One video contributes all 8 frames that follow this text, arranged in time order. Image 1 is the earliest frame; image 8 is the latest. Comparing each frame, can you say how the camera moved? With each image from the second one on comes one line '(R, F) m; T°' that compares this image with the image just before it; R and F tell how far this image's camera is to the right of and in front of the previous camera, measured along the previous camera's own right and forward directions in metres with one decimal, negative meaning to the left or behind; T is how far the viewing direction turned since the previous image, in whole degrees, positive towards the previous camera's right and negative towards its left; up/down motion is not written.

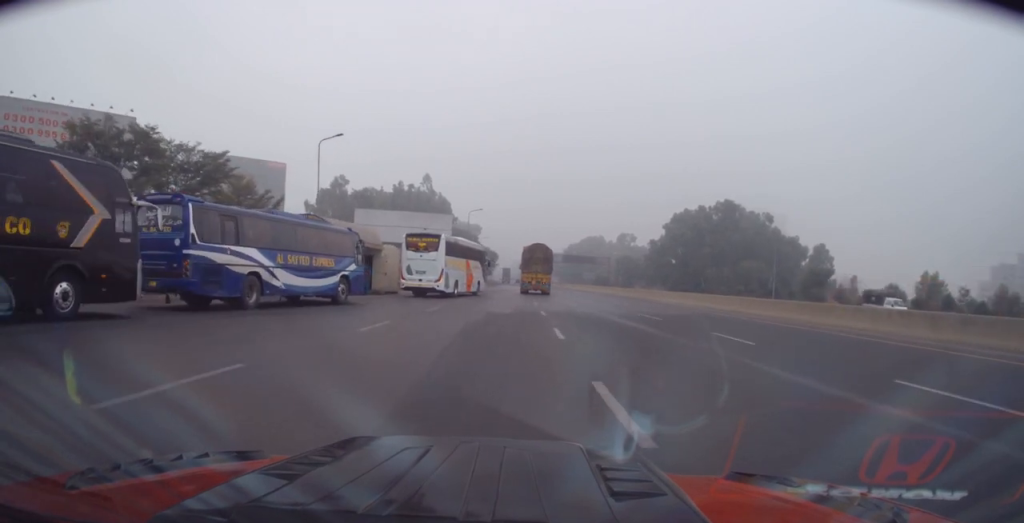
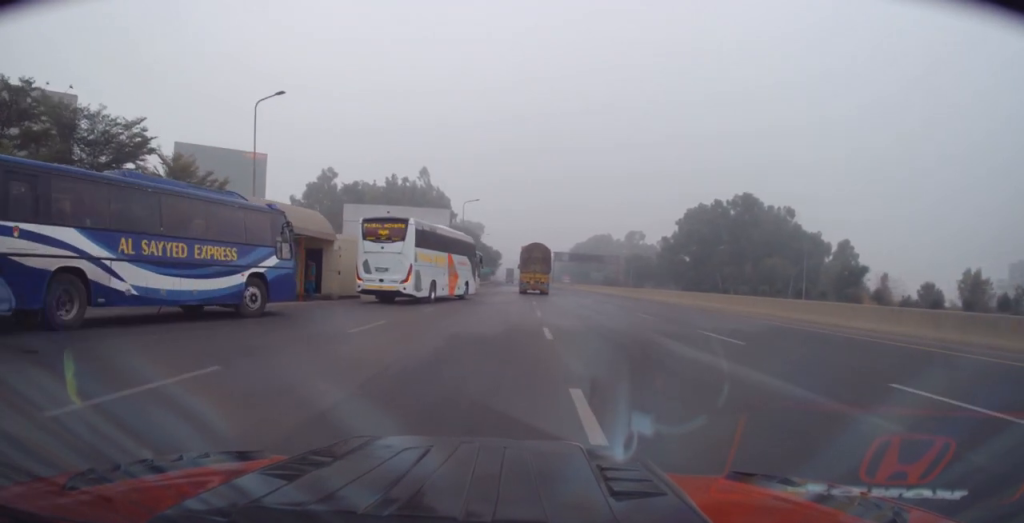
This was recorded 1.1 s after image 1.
(-0.1, +10.0) m; +1°
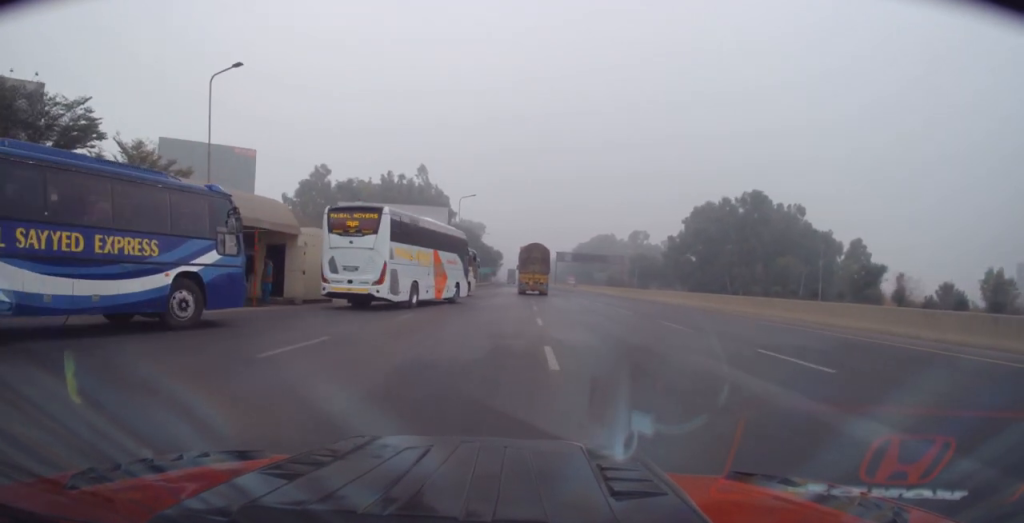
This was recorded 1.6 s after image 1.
(+0.1, +4.8) m; 0°
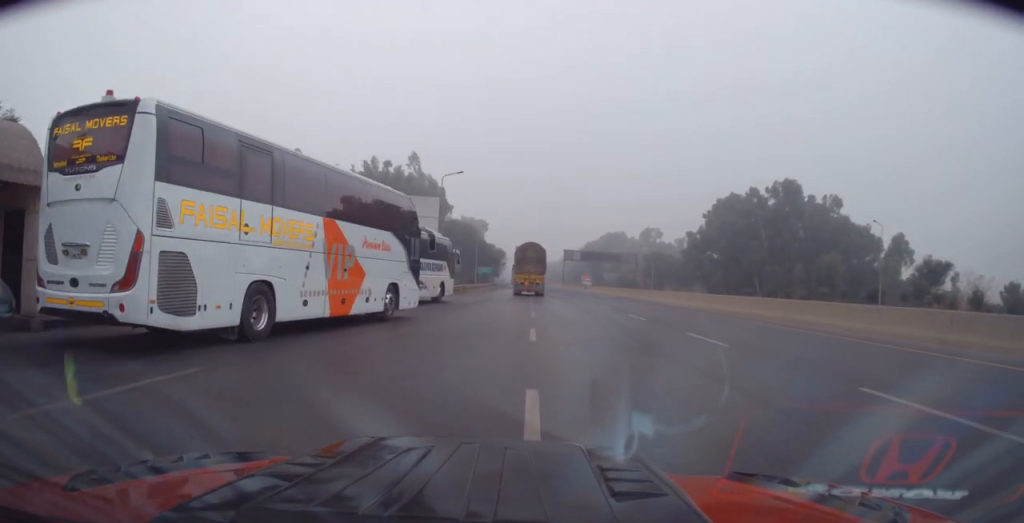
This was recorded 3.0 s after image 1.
(-0.2, +14.8) m; -1°
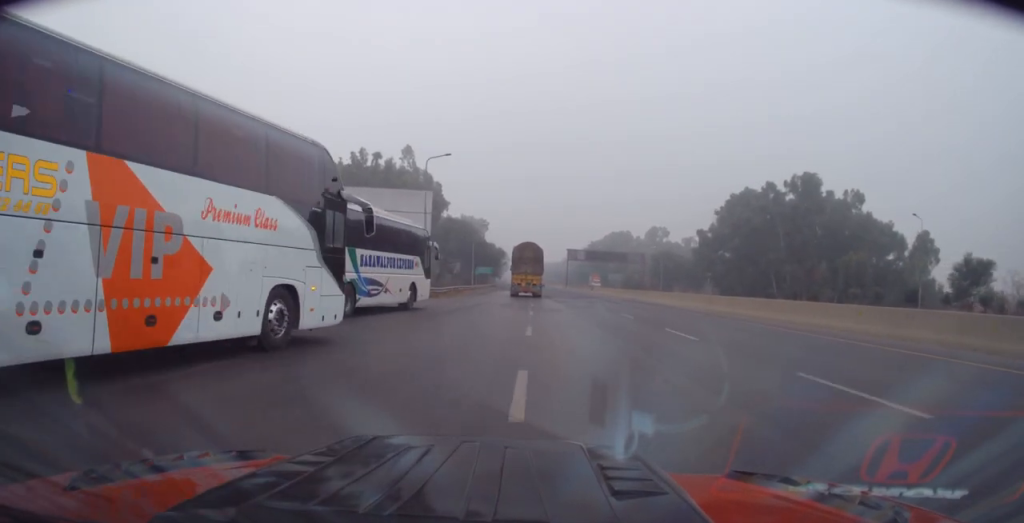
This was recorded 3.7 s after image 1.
(0.0, +7.8) m; 0°
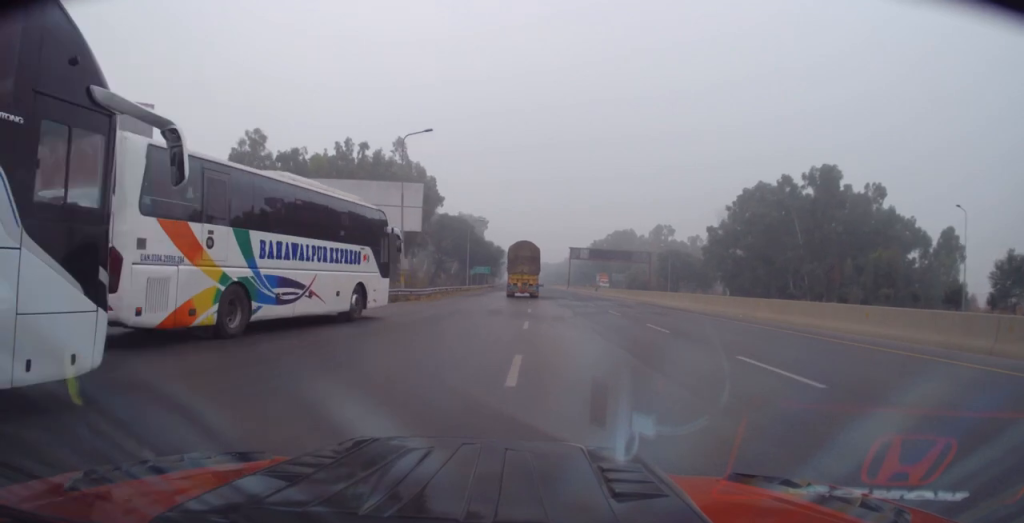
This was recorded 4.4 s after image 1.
(+0.1, +7.3) m; 0°
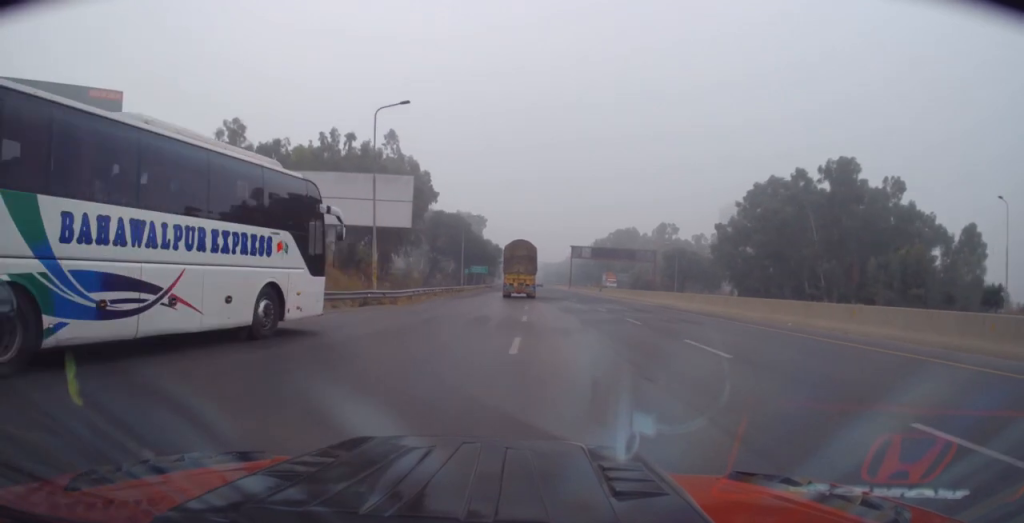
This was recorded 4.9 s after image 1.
(-0.2, +6.0) m; 0°
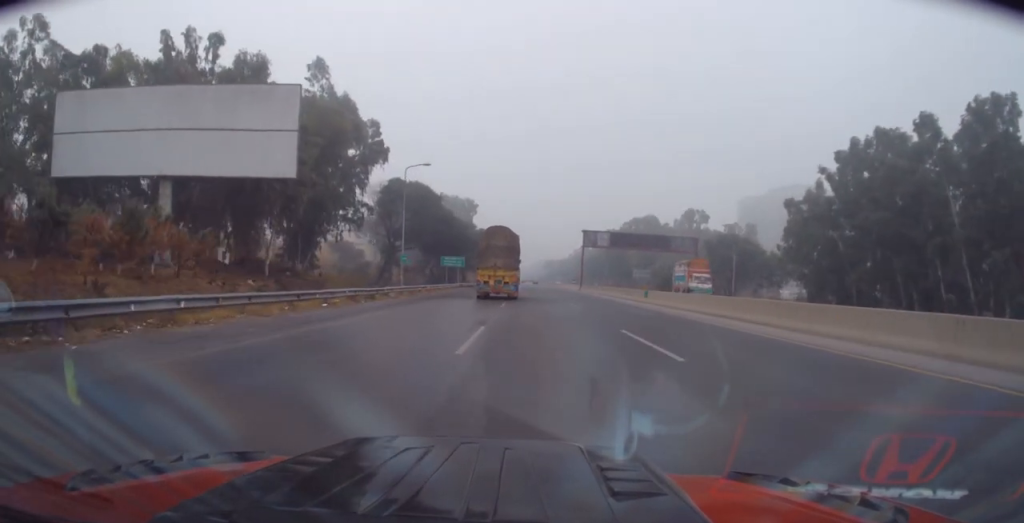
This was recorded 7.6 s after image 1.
(+0.6, +34.0) m; +3°
